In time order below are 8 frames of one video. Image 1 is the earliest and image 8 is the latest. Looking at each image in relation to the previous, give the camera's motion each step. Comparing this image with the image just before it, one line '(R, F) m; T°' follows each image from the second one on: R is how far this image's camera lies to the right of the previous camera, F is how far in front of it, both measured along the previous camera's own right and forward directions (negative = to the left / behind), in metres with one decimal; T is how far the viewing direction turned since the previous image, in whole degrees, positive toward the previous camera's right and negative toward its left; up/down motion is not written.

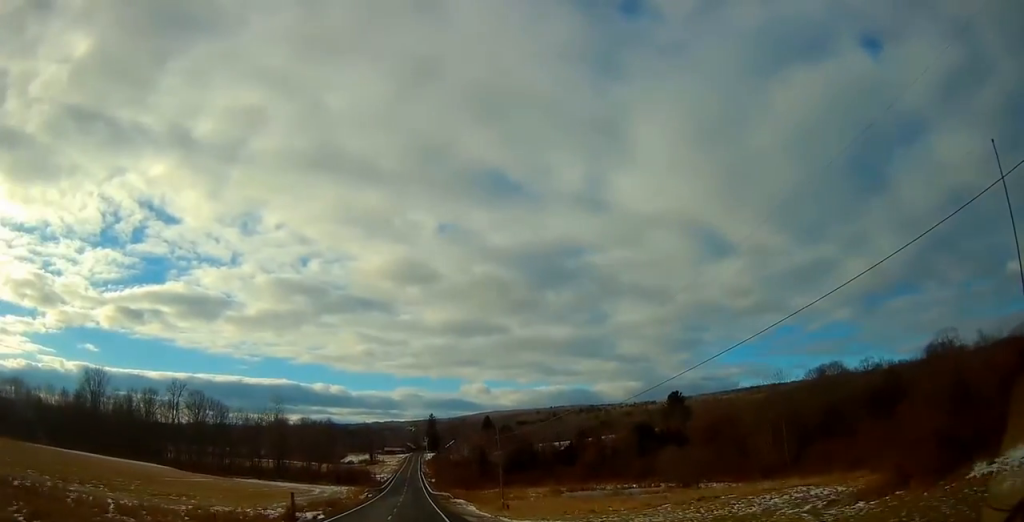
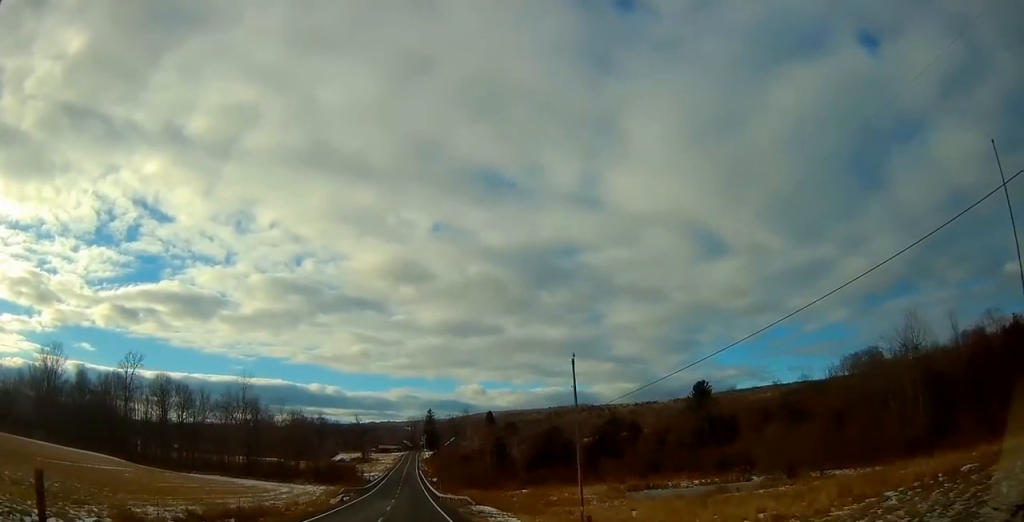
(+0.6, +28.7) m; +2°
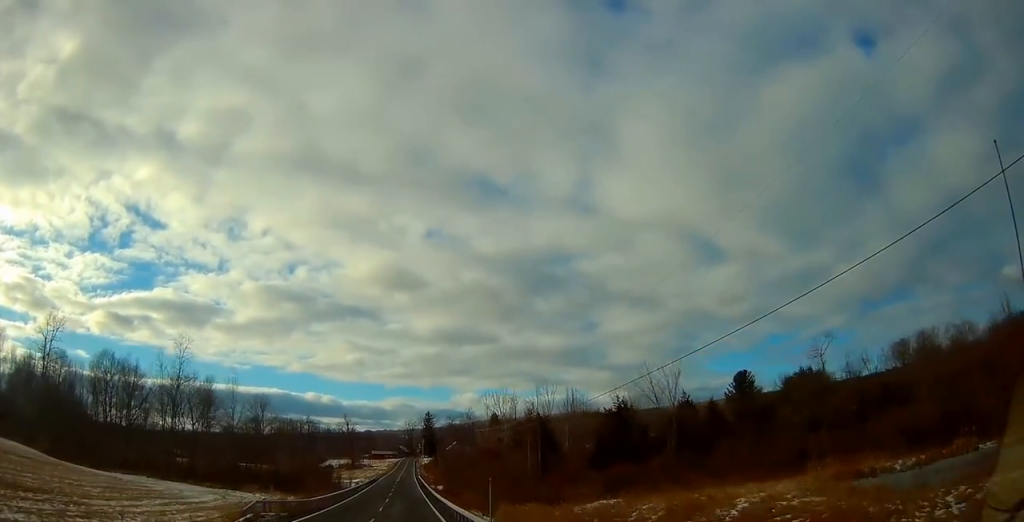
(+0.3, +35.5) m; 0°
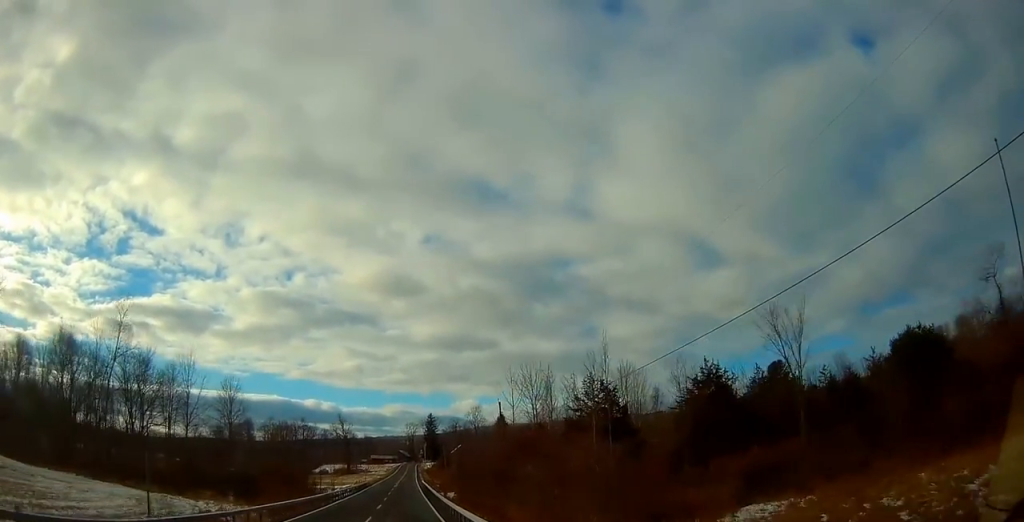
(0.0, +21.4) m; 0°
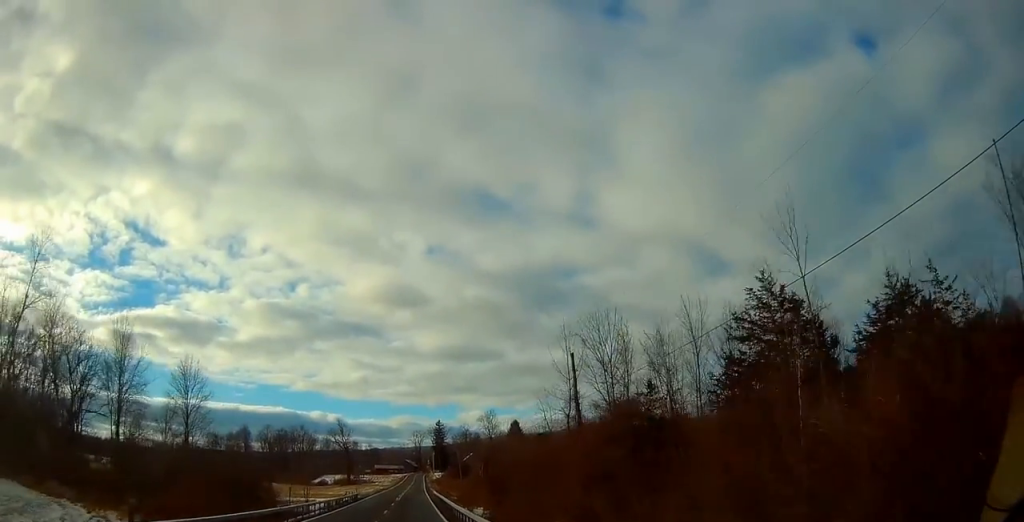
(0.0, +22.2) m; 0°
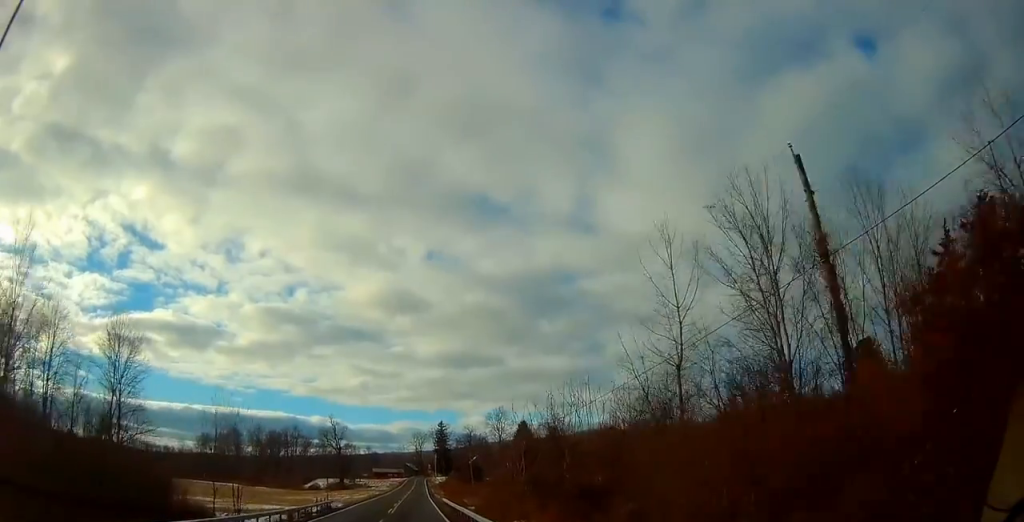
(0.0, +20.4) m; 0°
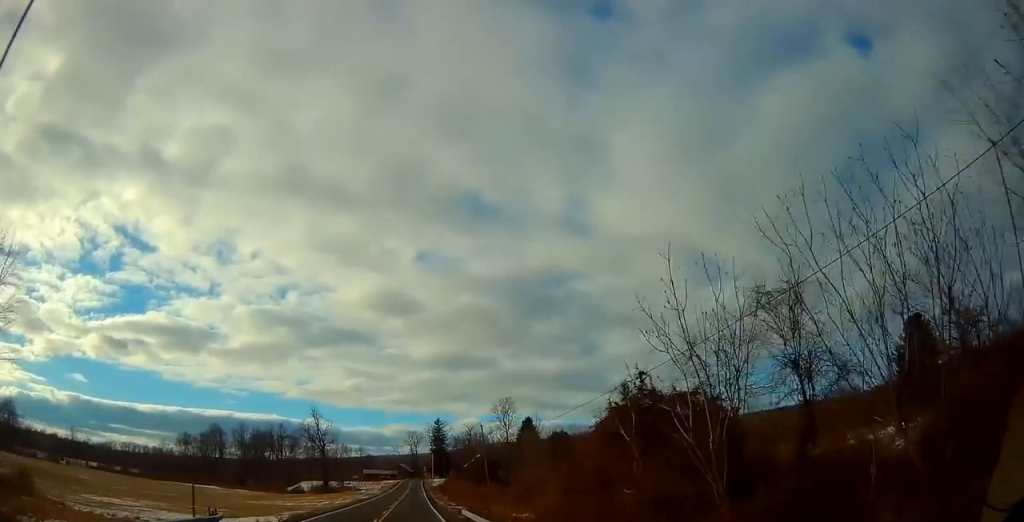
(0.0, +23.4) m; -1°
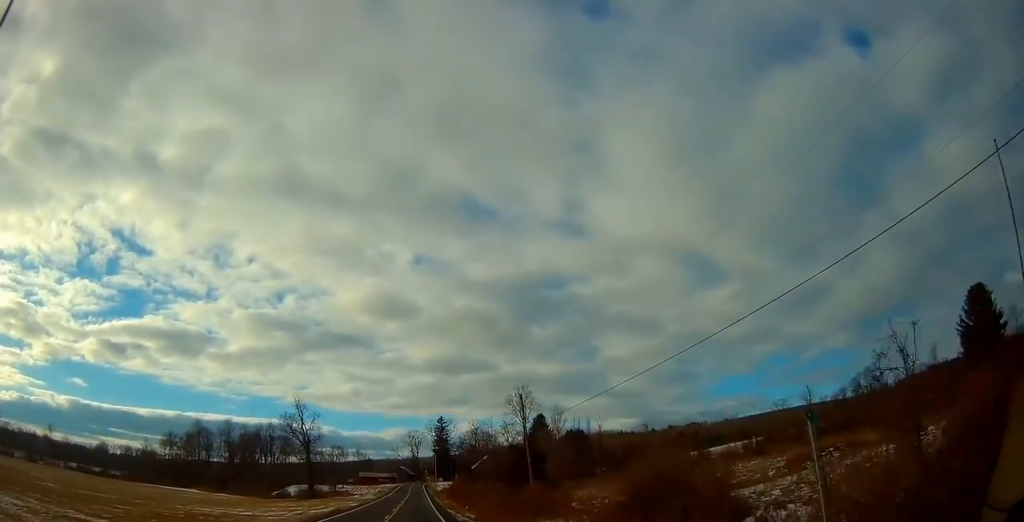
(-0.3, +23.7) m; 0°
